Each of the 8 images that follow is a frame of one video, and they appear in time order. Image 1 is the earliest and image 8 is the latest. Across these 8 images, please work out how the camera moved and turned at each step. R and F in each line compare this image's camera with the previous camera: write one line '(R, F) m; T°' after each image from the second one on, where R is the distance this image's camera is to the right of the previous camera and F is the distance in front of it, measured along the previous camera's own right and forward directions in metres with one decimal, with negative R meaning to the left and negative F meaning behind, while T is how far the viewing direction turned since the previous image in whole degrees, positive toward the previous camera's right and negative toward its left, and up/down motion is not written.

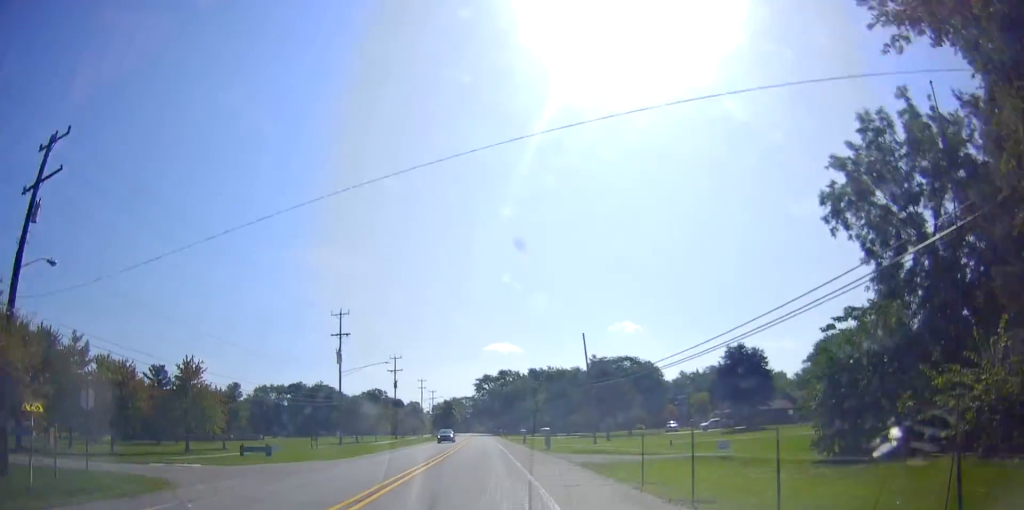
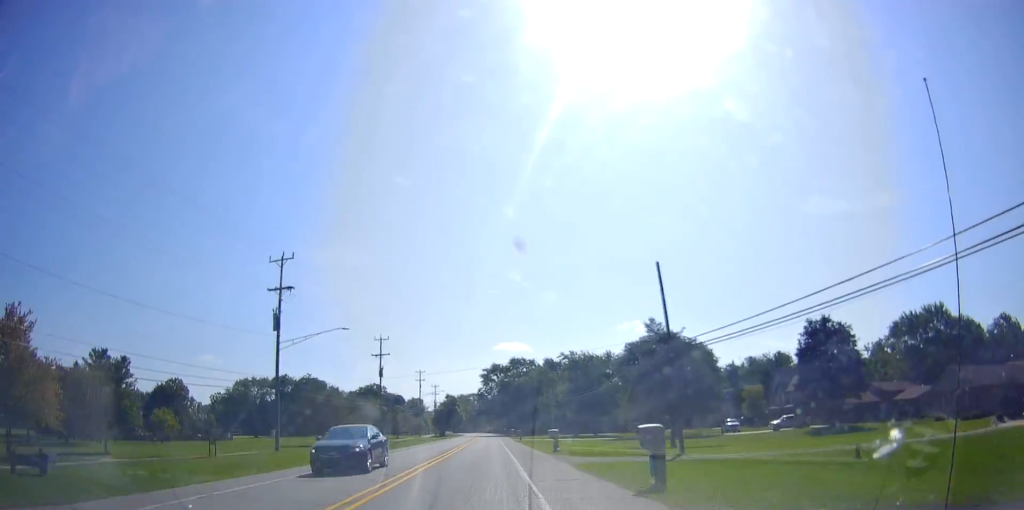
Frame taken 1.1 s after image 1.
(+0.3, +24.1) m; 0°
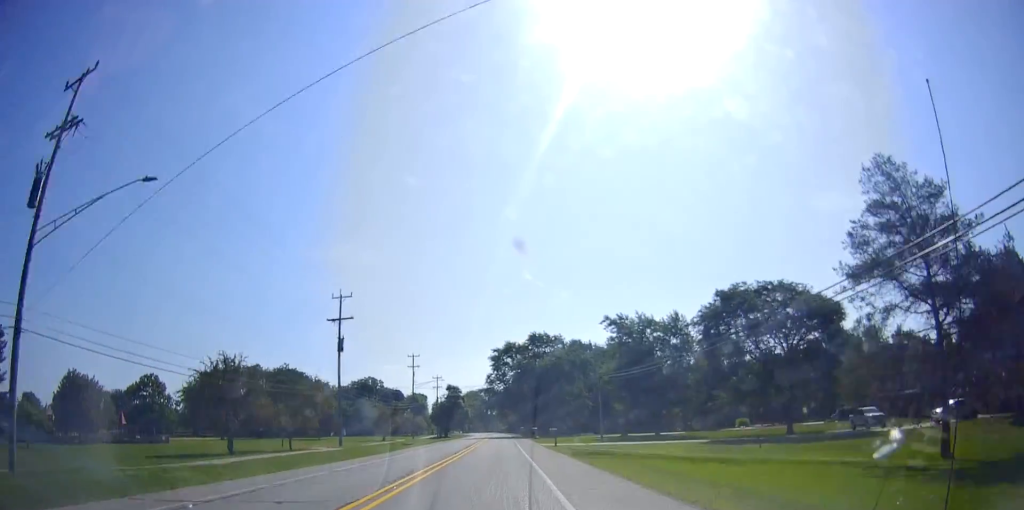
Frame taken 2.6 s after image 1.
(-0.5, +31.6) m; -1°
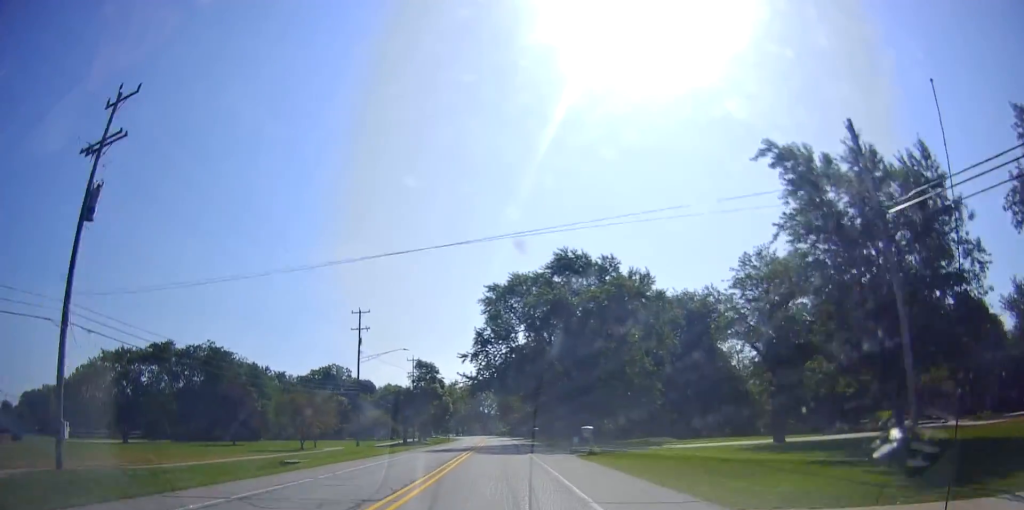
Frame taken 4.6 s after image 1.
(0.0, +43.4) m; 0°
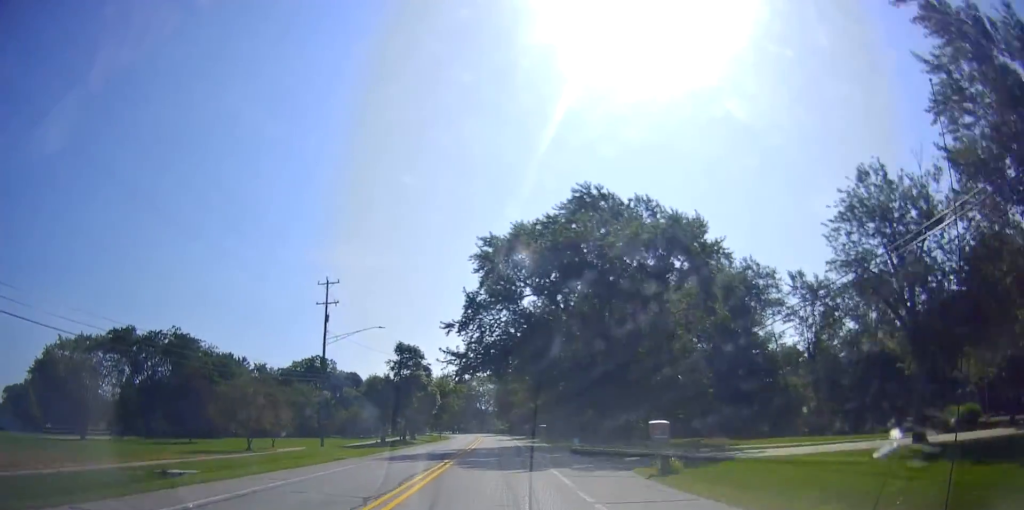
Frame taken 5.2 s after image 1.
(0.0, +13.4) m; 0°
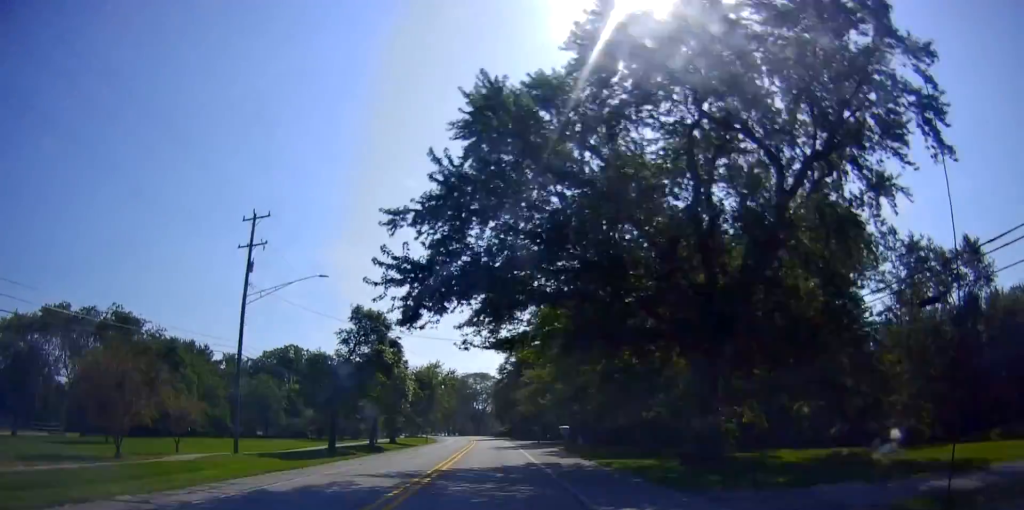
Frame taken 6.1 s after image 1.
(+0.1, +18.9) m; 0°
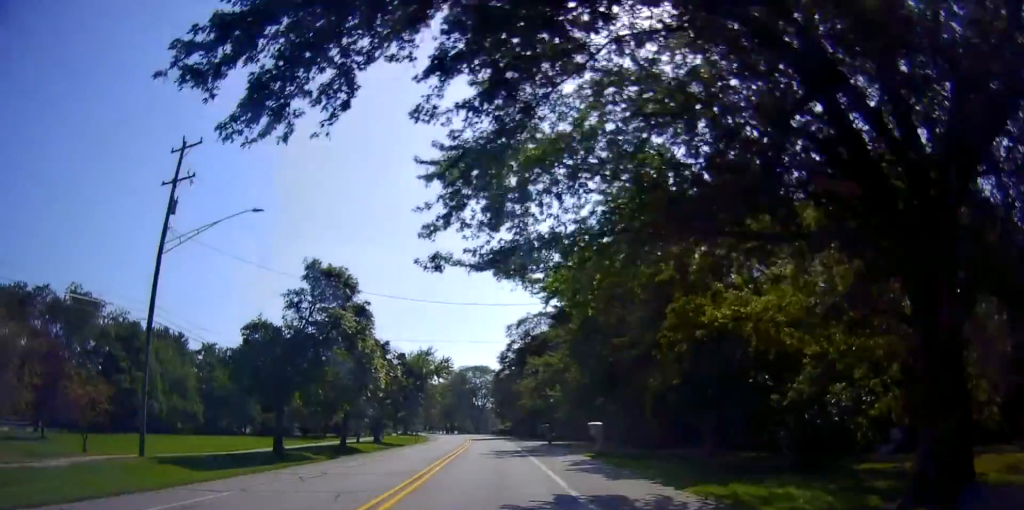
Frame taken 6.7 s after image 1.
(0.0, +11.1) m; -1°
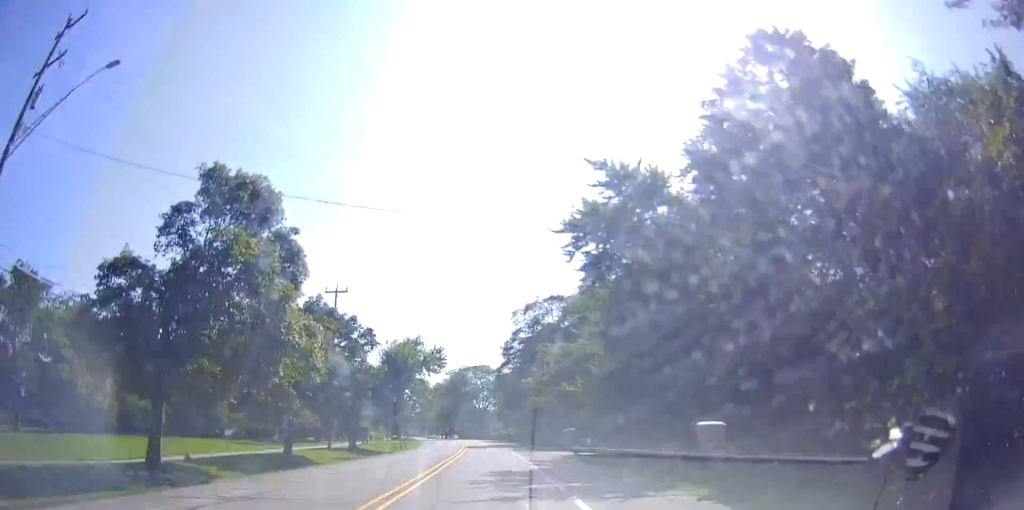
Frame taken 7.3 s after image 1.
(0.0, +13.3) m; -1°
